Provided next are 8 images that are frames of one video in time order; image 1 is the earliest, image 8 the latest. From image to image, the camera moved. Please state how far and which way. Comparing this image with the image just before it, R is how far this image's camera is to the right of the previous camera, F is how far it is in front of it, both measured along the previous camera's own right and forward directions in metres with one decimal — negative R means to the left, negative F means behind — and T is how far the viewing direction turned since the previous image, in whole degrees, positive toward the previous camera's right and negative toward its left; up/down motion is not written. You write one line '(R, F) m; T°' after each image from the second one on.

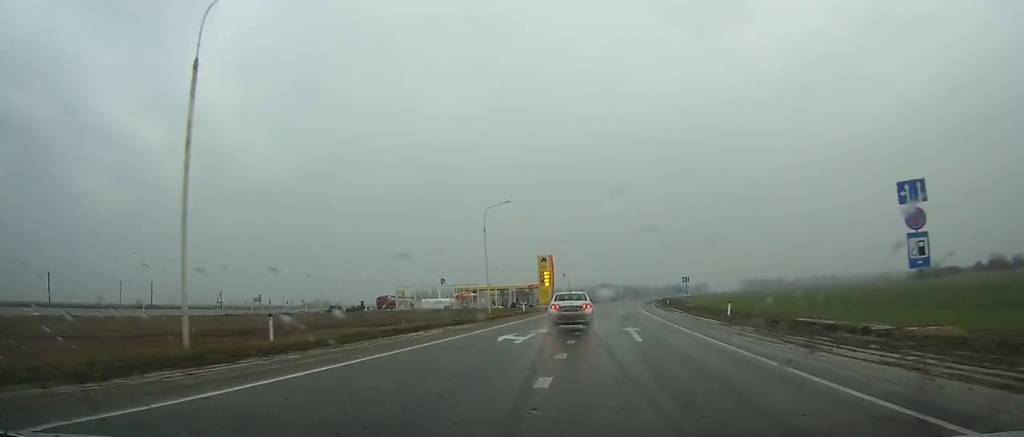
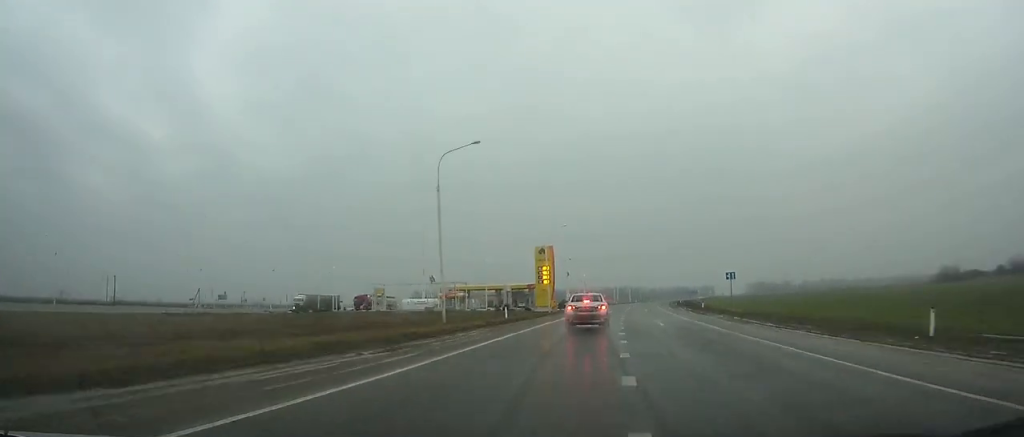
(-0.1, +19.3) m; +1°
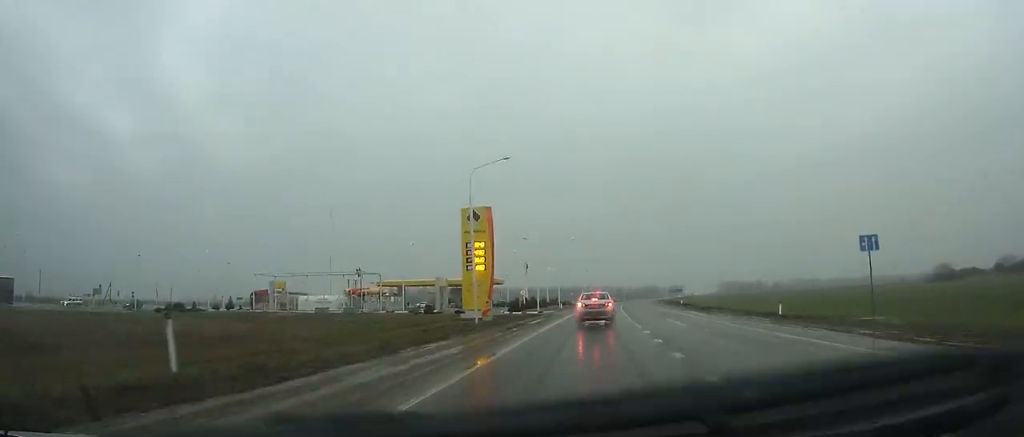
(+0.4, +30.0) m; +1°
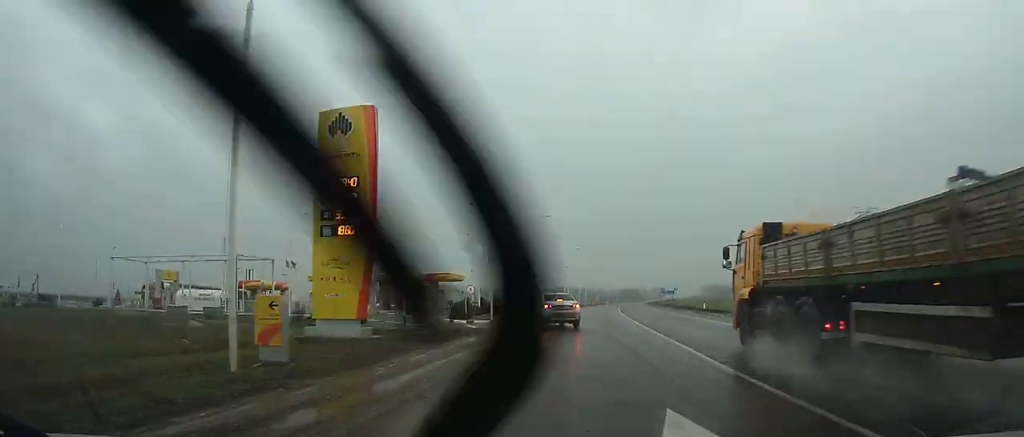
(0.0, +23.2) m; -3°
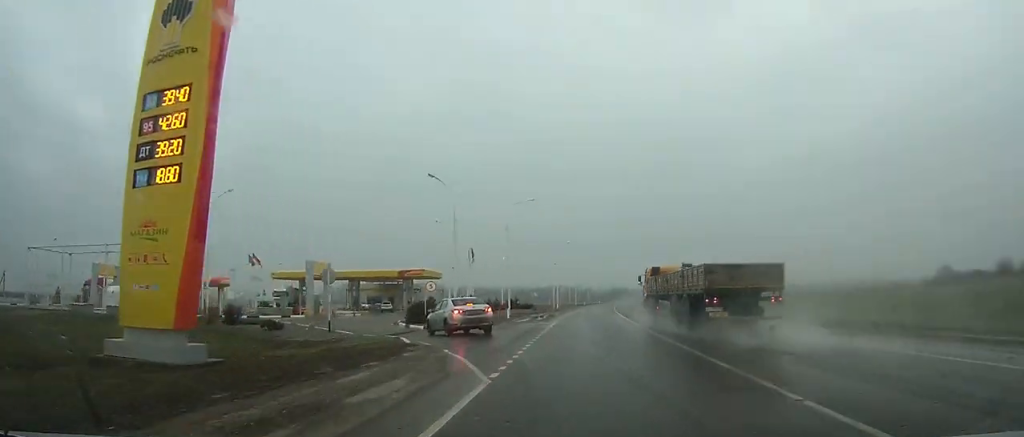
(+0.2, +9.6) m; -2°
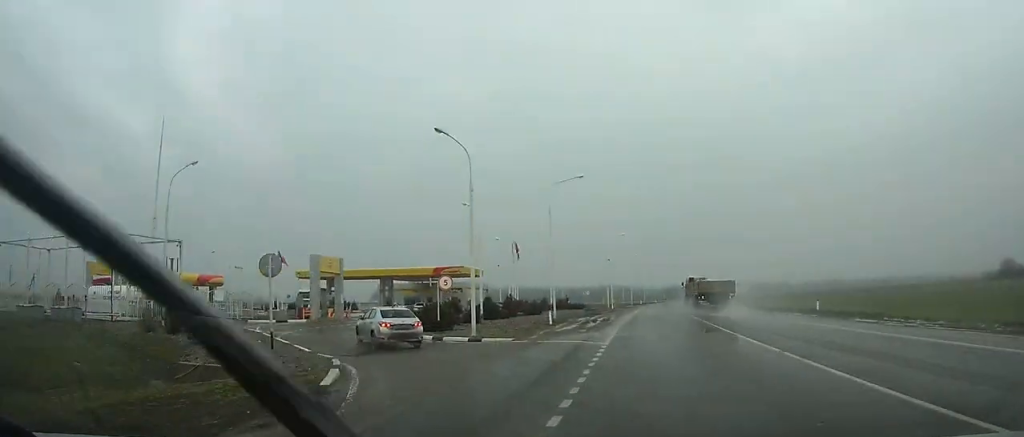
(-0.6, +8.4) m; -7°
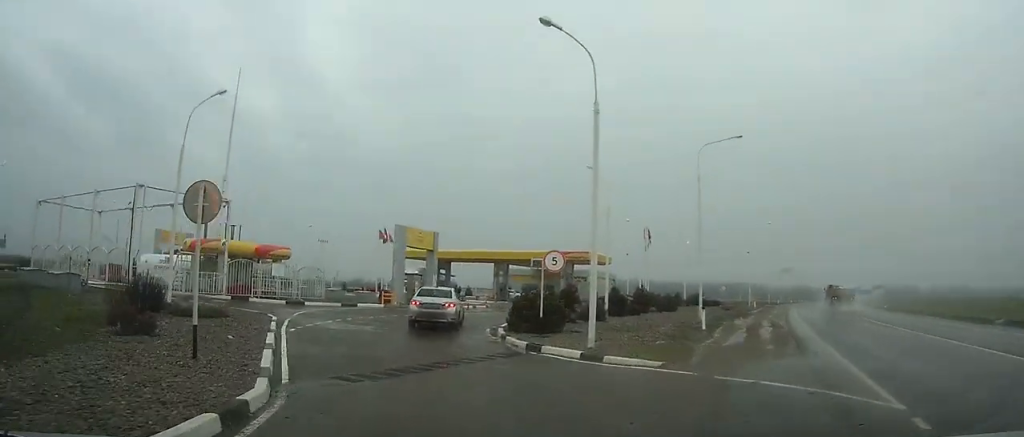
(+0.2, +9.4) m; -7°
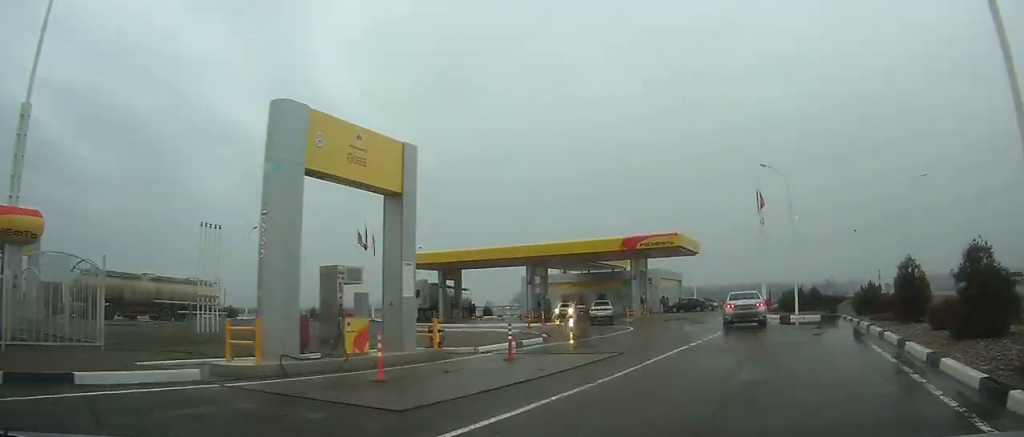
(-1.8, +24.2) m; +9°
